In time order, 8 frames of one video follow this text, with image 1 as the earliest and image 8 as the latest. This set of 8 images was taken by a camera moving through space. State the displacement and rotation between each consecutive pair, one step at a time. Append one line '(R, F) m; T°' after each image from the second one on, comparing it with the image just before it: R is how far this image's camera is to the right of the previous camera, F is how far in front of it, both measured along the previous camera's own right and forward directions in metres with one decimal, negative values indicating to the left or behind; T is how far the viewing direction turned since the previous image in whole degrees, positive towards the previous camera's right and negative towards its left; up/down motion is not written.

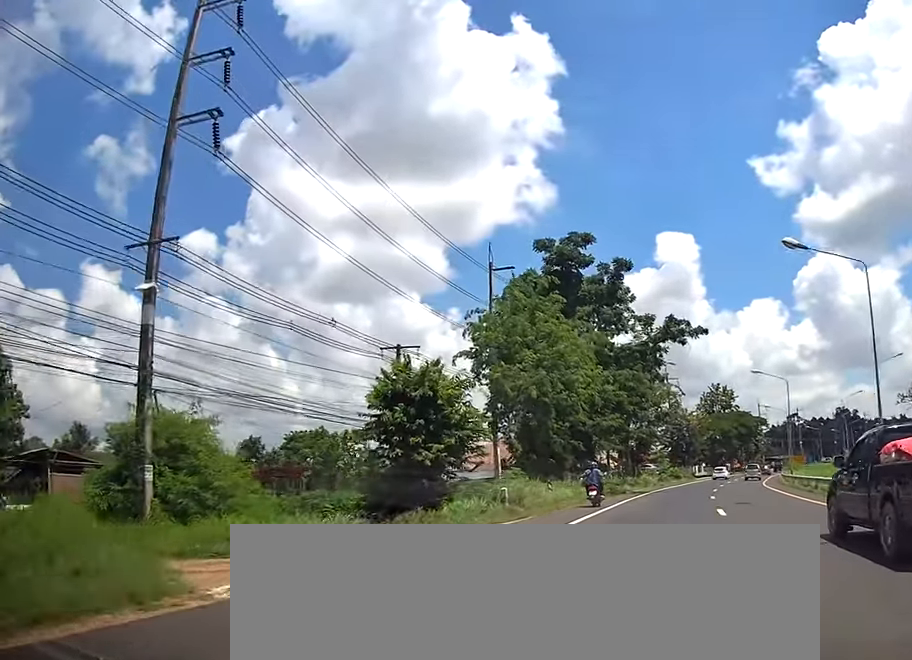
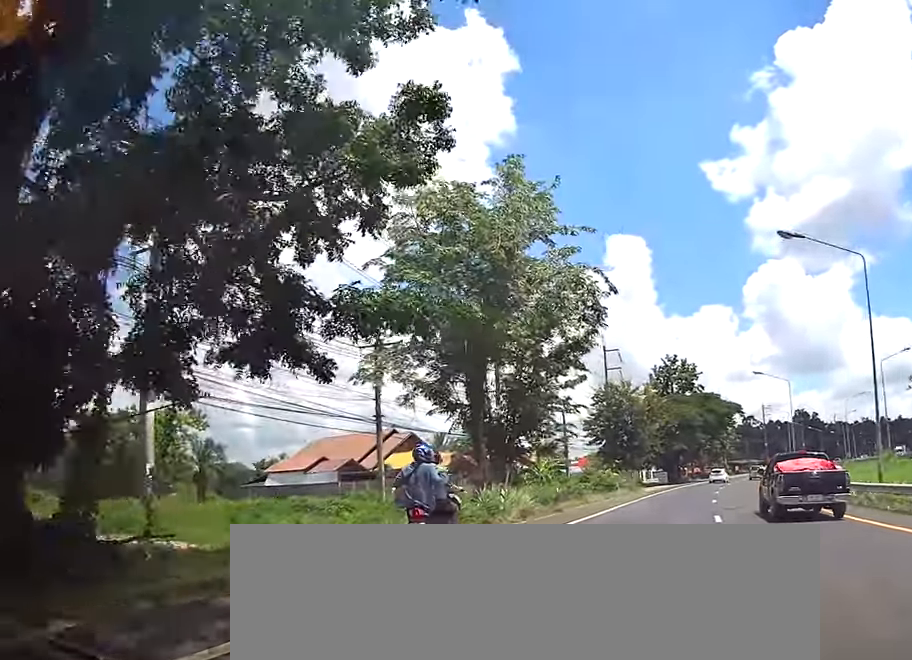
(+2.0, +37.8) m; +7°
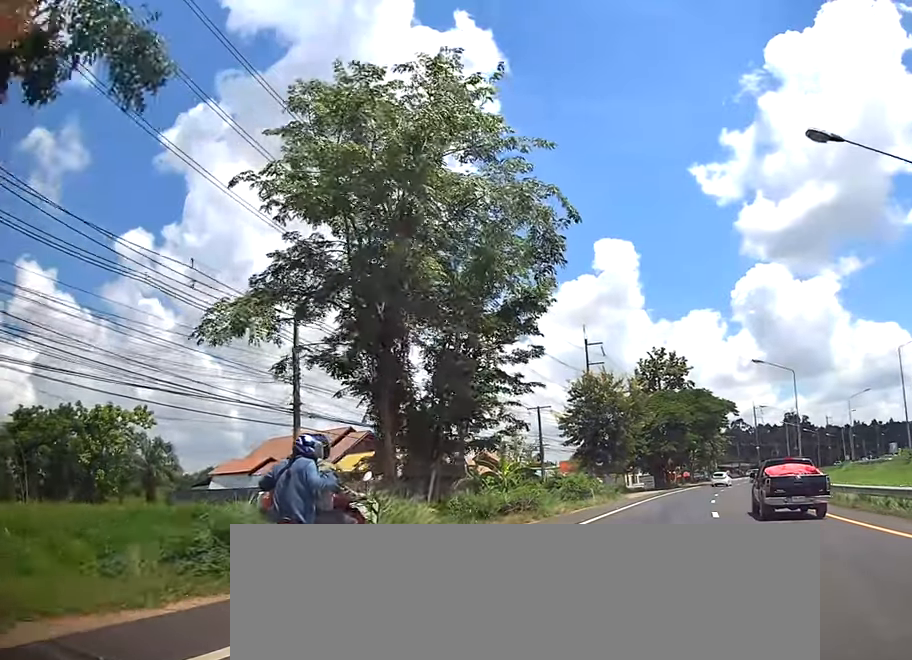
(+0.1, +8.3) m; +2°
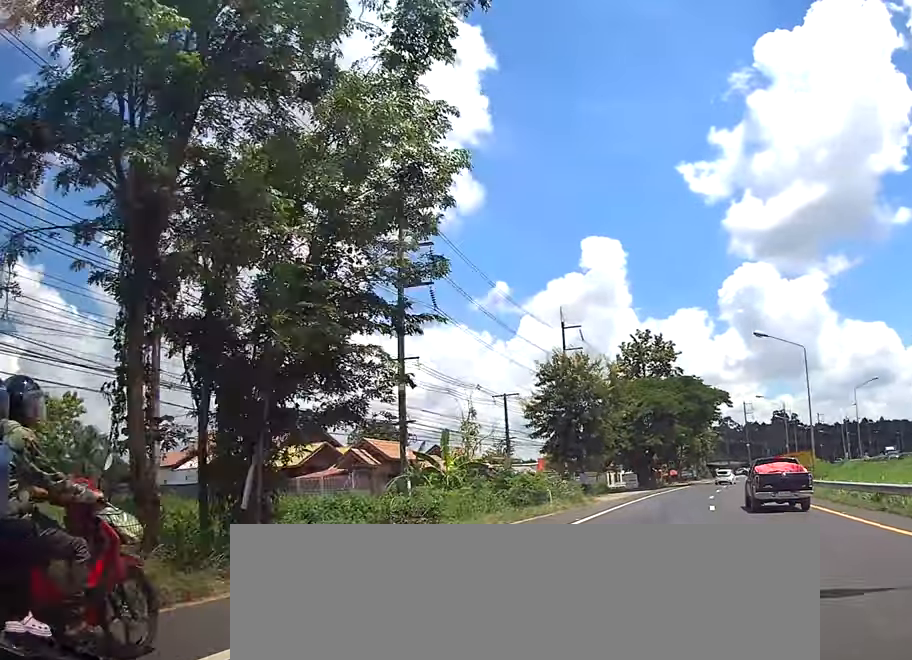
(+0.2, +9.5) m; +1°
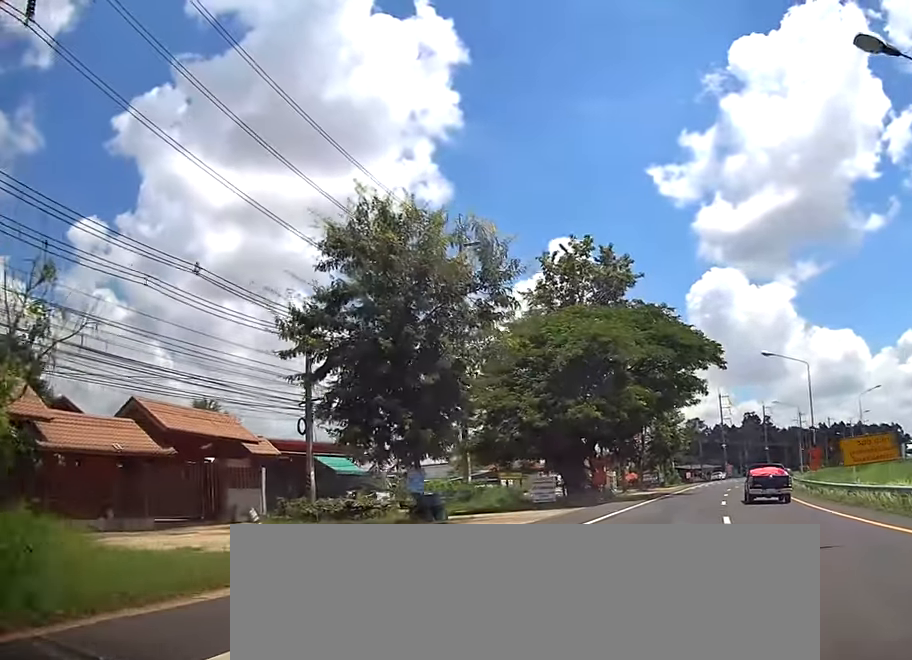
(+0.9, +31.3) m; +3°
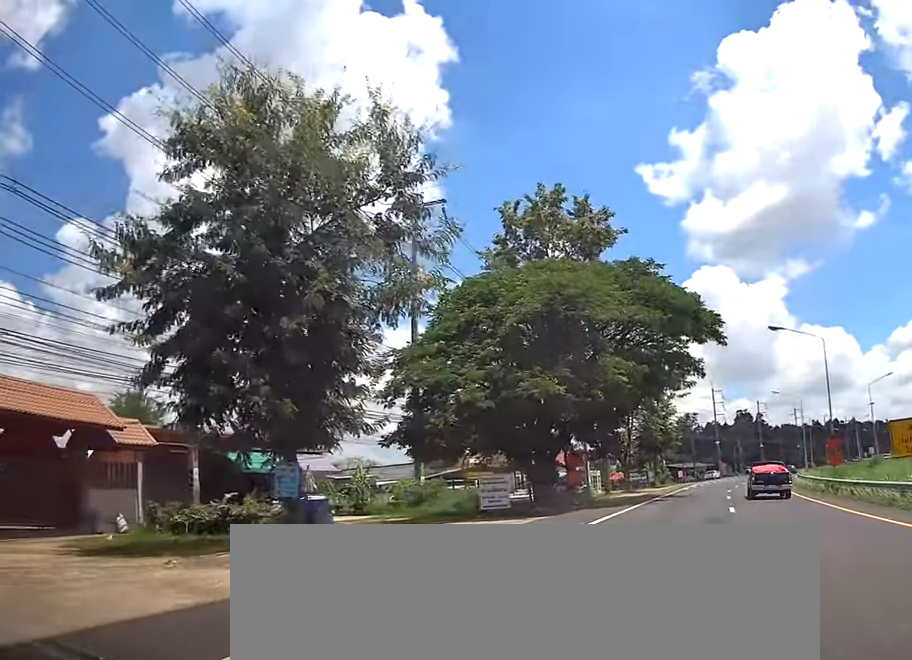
(+0.5, +8.3) m; 0°
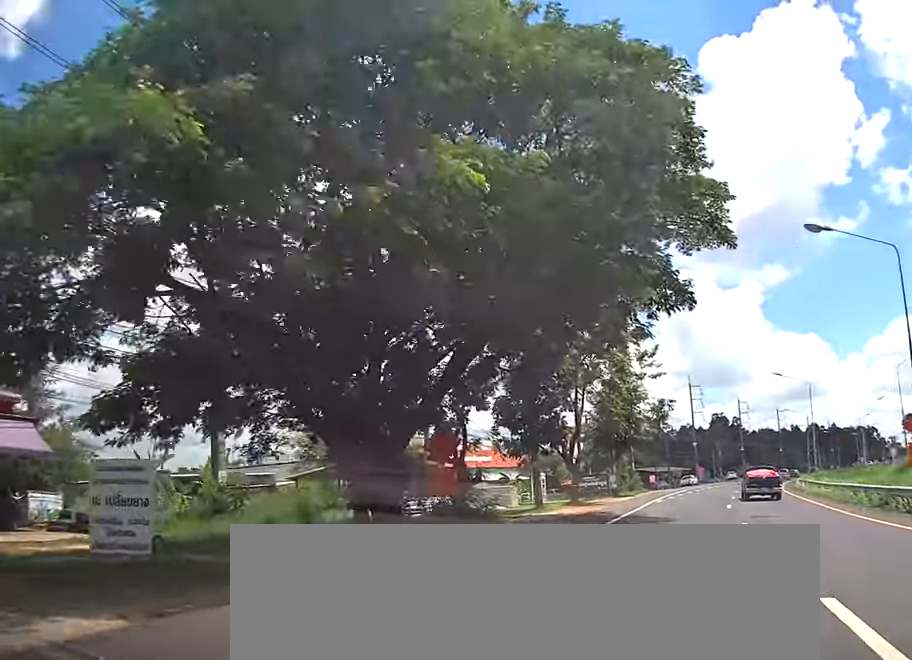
(-0.8, +18.5) m; -1°
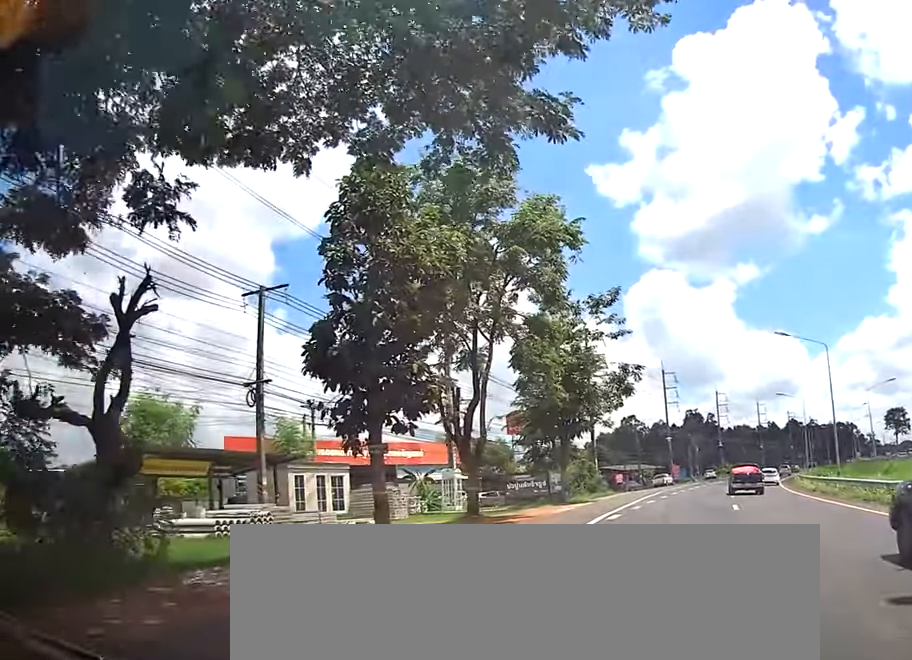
(+0.6, +16.5) m; +3°
